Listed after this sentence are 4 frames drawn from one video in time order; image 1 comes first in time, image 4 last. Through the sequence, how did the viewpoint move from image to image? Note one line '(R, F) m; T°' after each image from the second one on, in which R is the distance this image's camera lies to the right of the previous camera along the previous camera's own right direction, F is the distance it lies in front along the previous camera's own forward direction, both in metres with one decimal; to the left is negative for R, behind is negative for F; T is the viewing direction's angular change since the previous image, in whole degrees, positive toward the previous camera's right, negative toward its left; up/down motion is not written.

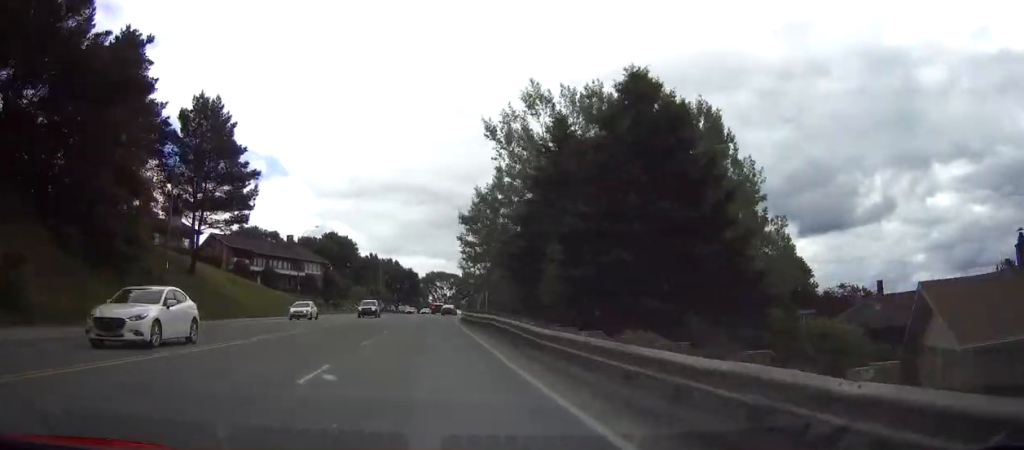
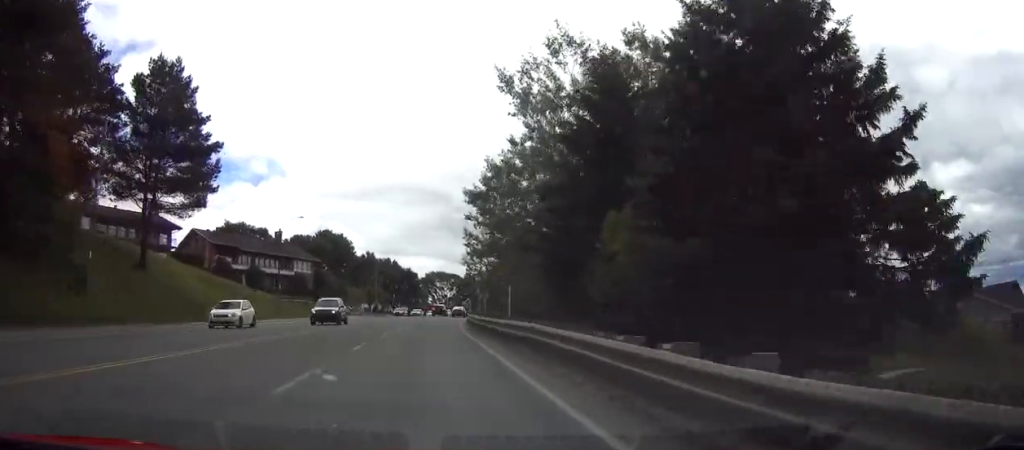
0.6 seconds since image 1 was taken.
(0.0, +10.0) m; 0°
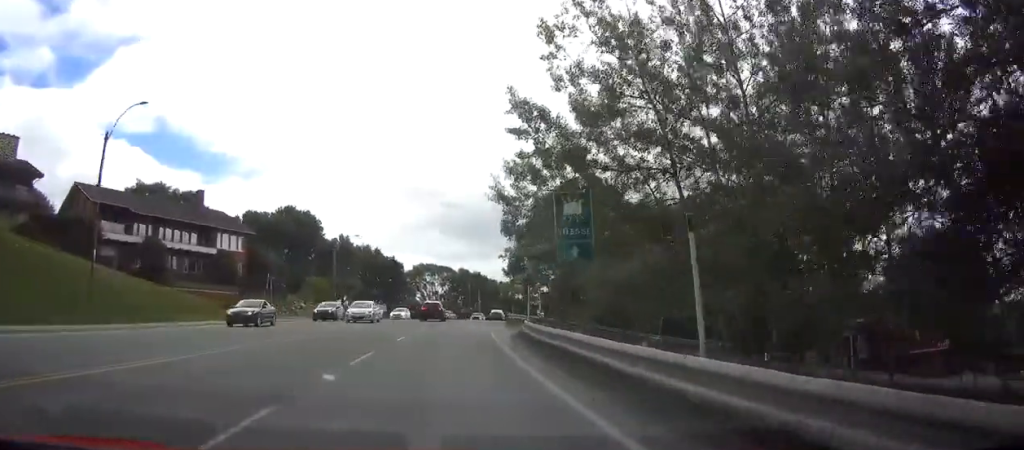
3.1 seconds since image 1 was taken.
(+0.4, +39.6) m; +2°
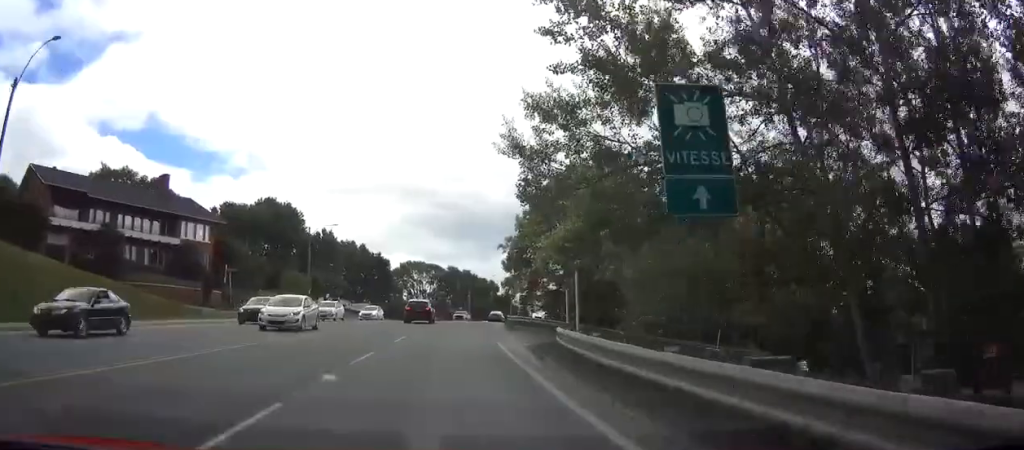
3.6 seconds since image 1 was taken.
(+0.1, +8.6) m; +1°
